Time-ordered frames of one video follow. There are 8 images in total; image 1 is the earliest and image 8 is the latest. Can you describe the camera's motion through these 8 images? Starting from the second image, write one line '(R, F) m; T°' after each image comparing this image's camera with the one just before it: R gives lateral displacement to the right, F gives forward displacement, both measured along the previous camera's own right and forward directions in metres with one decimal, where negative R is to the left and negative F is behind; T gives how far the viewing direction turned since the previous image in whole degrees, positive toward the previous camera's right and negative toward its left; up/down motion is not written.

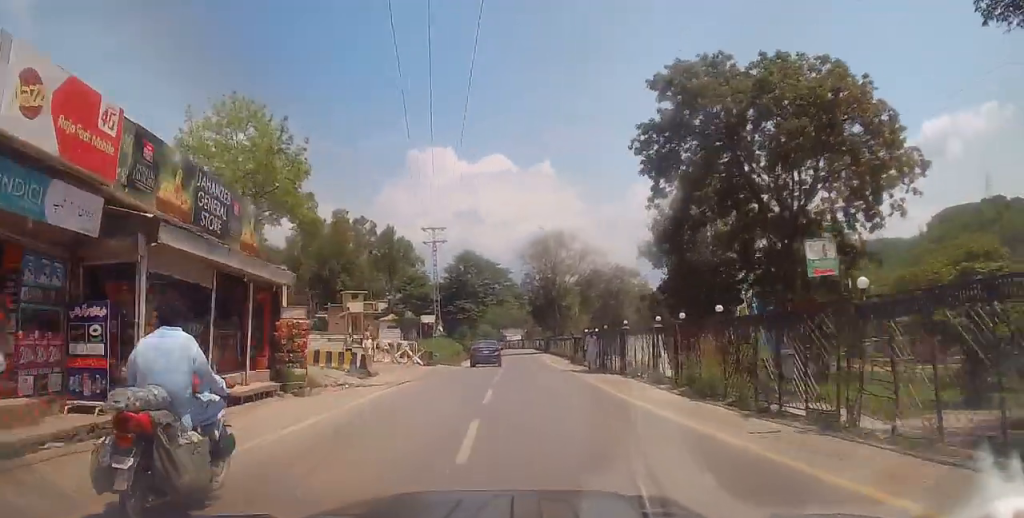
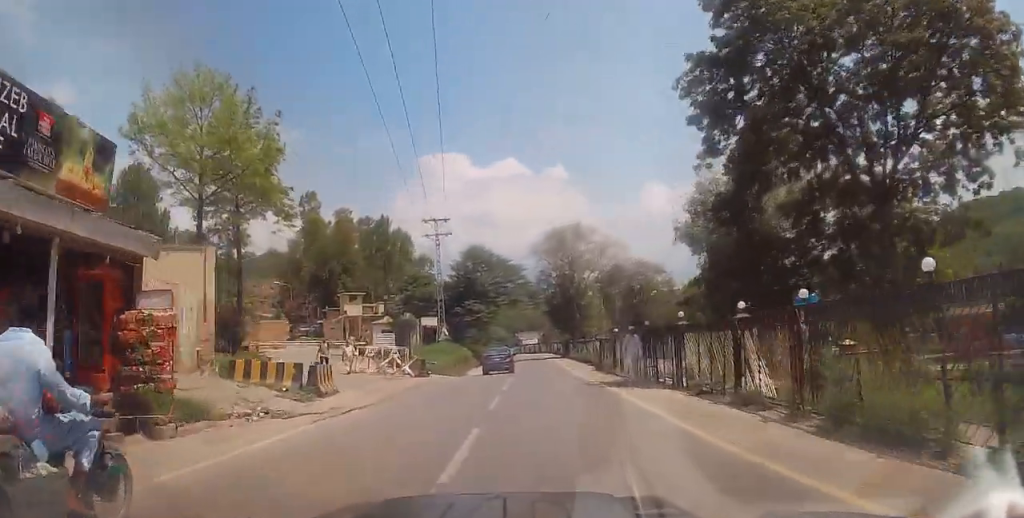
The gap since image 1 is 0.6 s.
(-0.3, +7.3) m; -6°
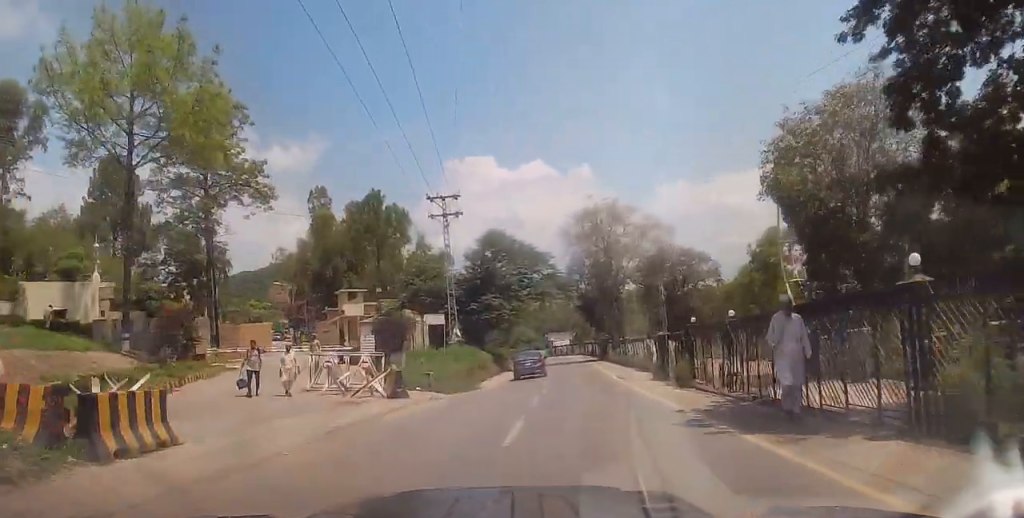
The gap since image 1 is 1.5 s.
(-0.9, +10.1) m; -4°
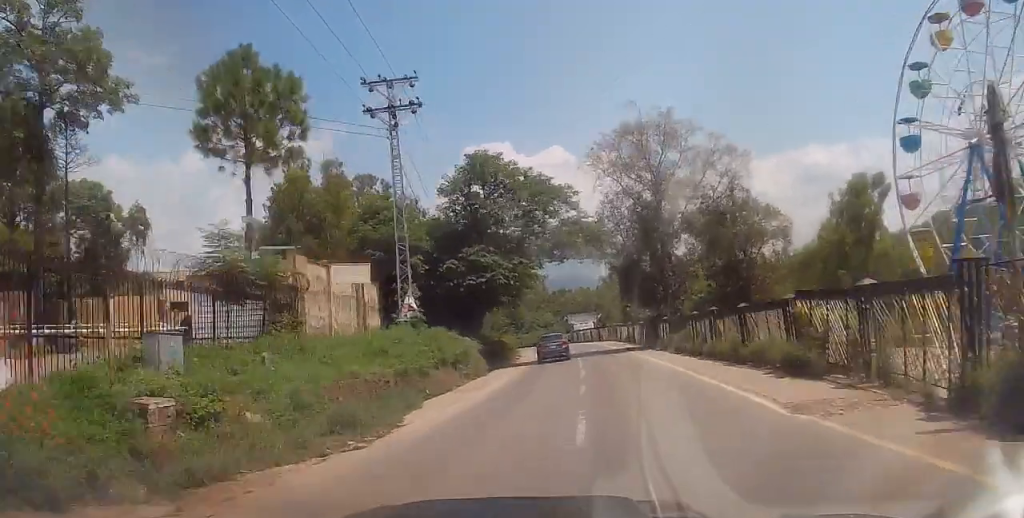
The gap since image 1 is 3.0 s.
(-0.2, +19.1) m; -2°
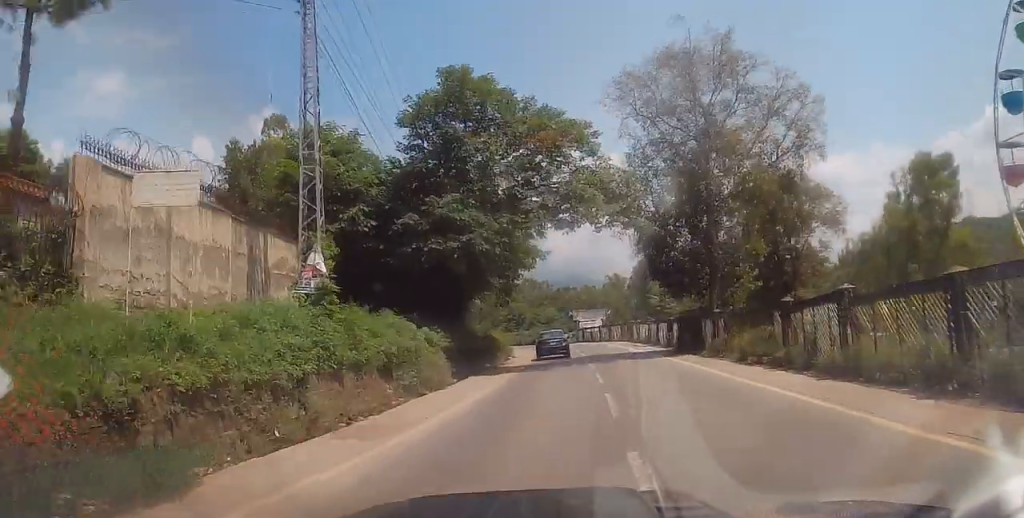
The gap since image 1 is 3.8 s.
(-0.1, +10.4) m; +1°
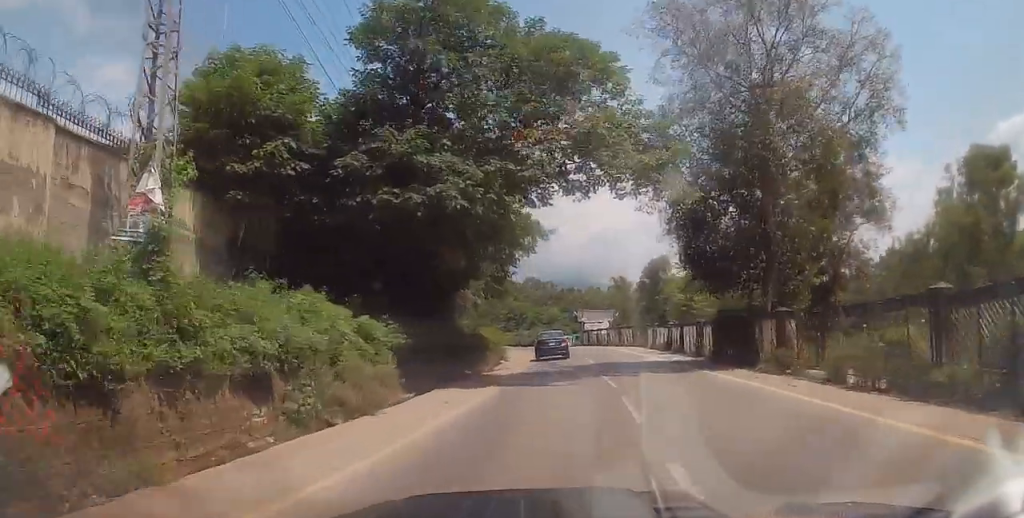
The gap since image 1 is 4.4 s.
(-0.3, +7.1) m; +4°
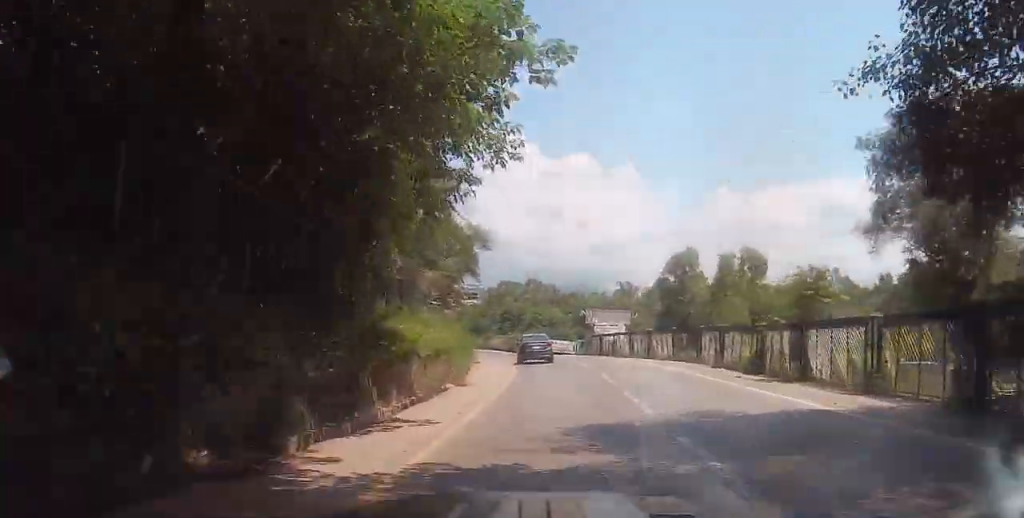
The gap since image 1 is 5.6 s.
(+1.3, +16.5) m; -7°
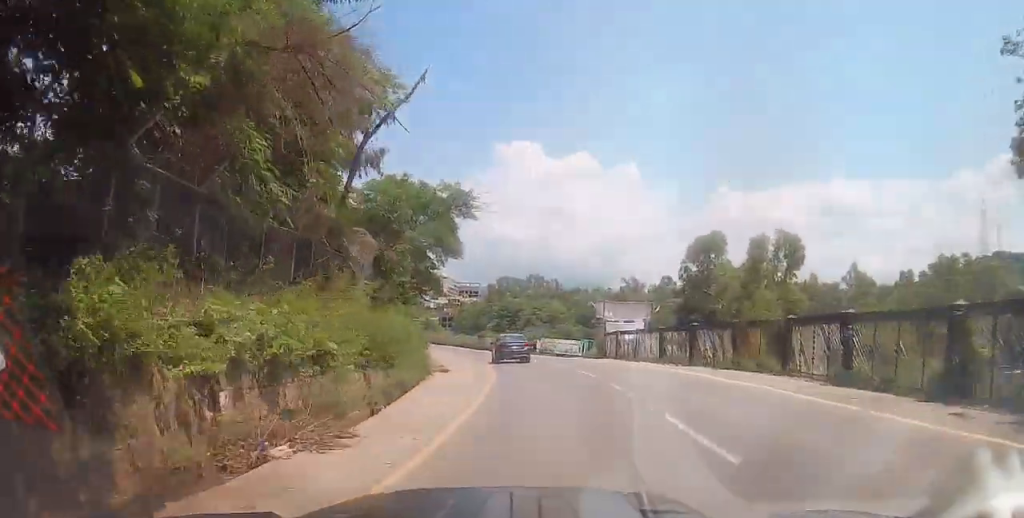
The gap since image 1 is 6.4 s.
(-2.7, +10.1) m; -7°
